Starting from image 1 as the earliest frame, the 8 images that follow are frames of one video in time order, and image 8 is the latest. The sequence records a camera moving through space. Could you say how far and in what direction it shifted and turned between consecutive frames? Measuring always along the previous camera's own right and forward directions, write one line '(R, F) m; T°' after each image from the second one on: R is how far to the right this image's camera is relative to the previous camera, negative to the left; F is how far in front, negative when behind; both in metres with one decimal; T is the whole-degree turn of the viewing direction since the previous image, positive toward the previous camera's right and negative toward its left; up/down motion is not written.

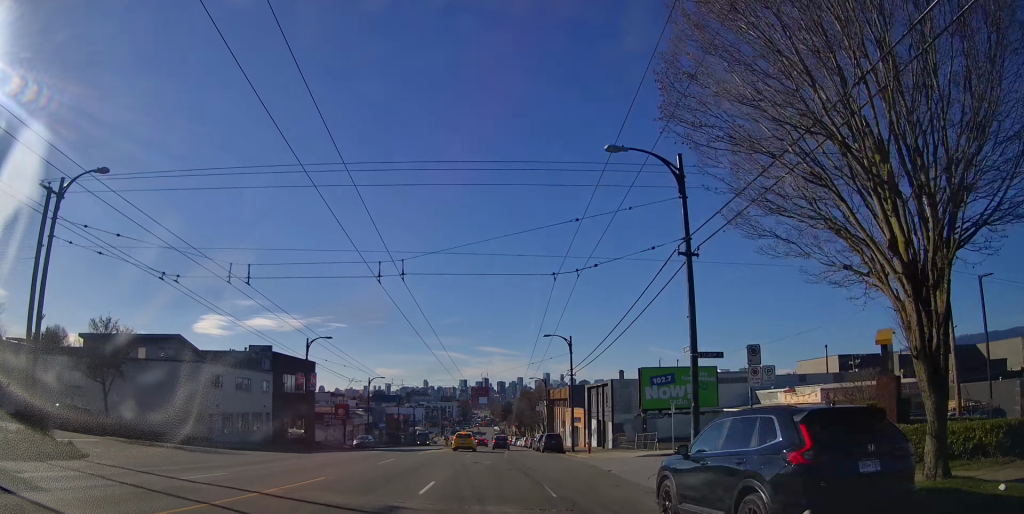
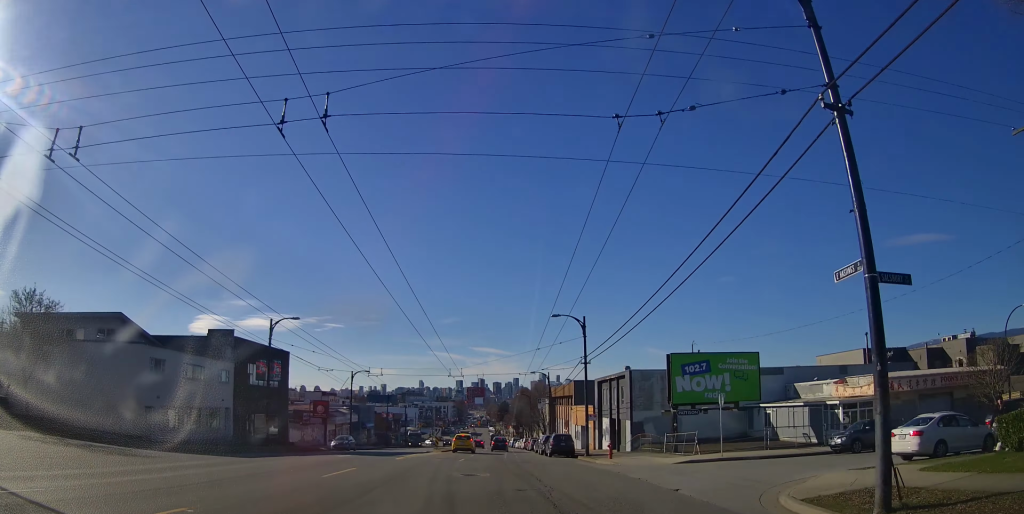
(-0.1, +7.8) m; +1°
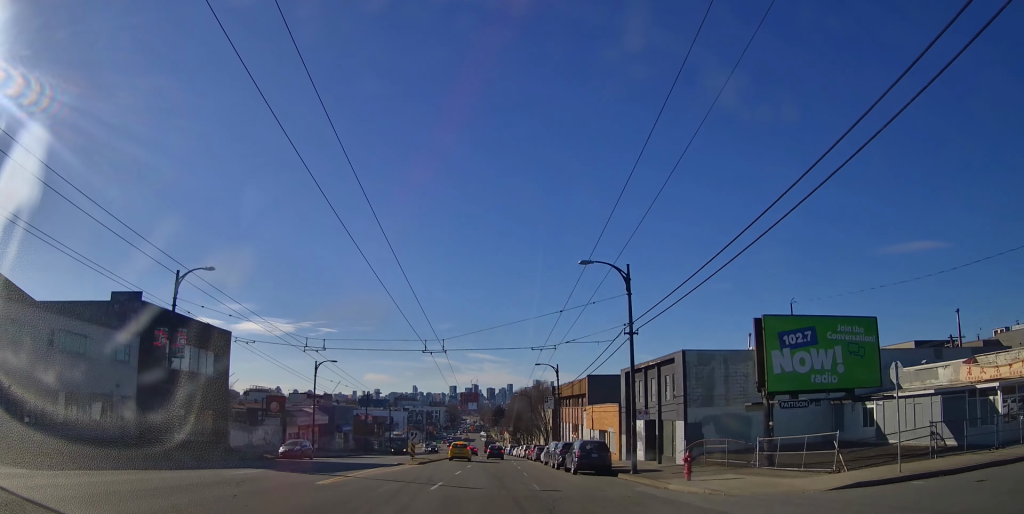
(+0.5, +12.9) m; 0°
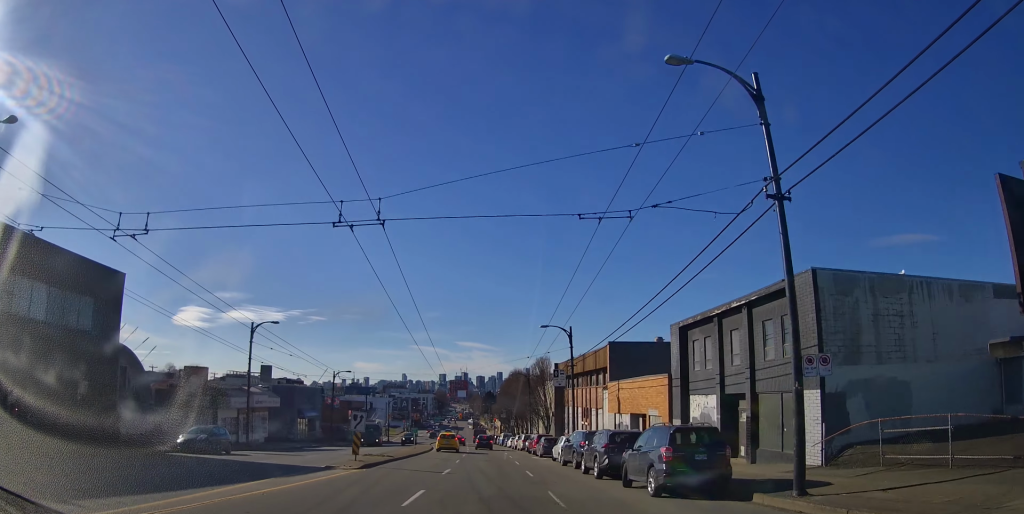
(-0.5, +13.9) m; -2°
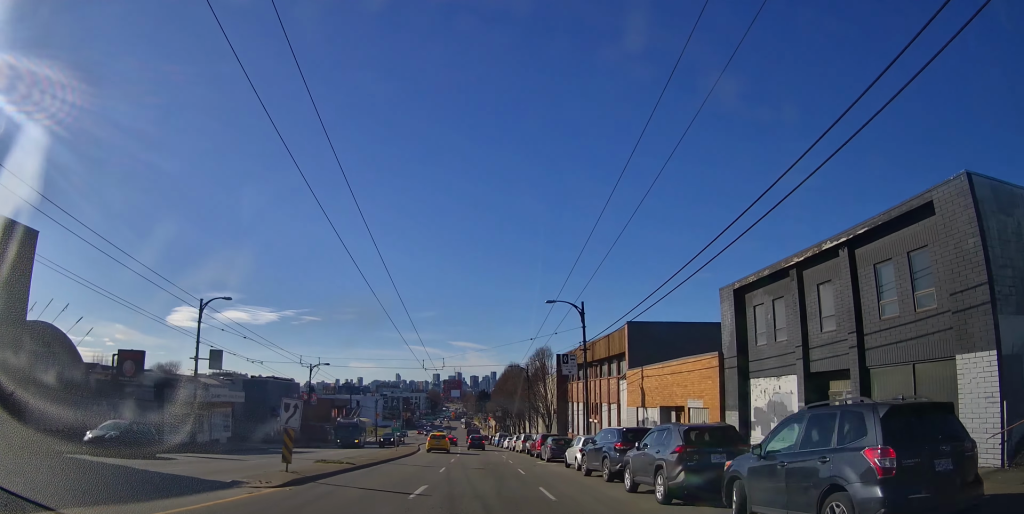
(0.0, +7.4) m; 0°
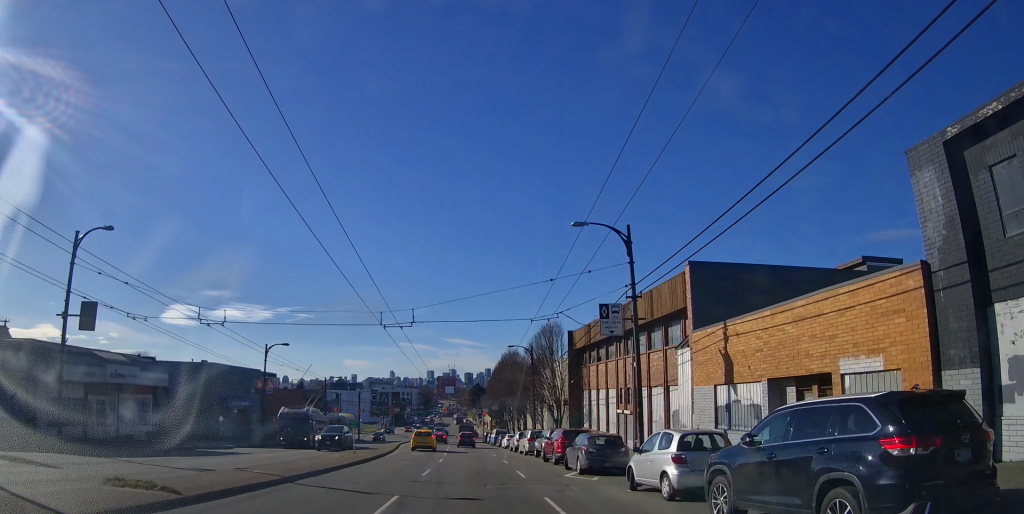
(0.0, +12.5) m; 0°
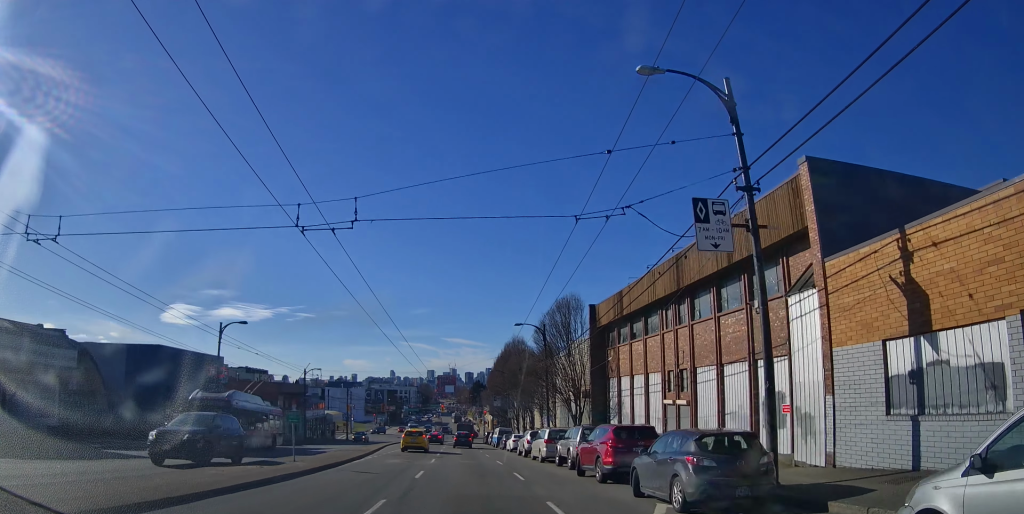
(0.0, +10.5) m; 0°
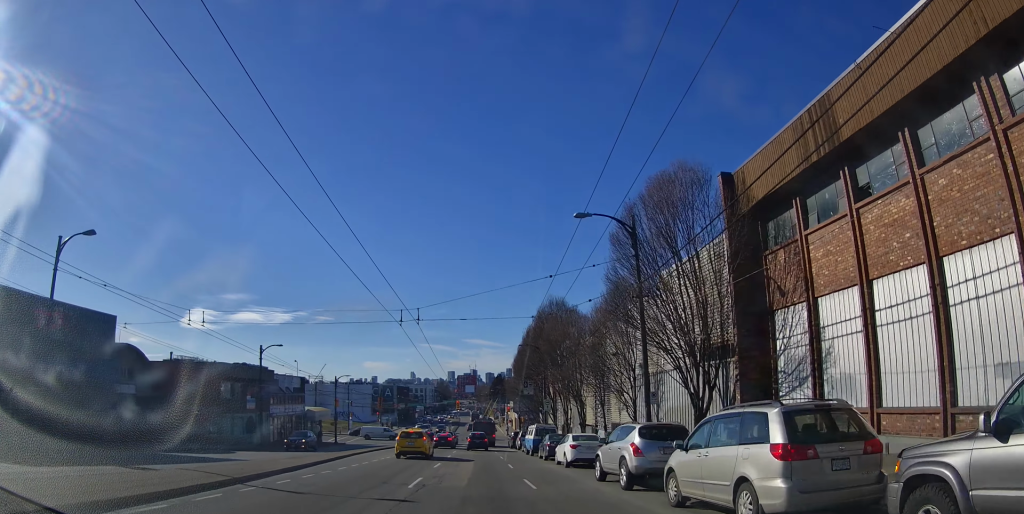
(+0.8, +22.3) m; +2°
